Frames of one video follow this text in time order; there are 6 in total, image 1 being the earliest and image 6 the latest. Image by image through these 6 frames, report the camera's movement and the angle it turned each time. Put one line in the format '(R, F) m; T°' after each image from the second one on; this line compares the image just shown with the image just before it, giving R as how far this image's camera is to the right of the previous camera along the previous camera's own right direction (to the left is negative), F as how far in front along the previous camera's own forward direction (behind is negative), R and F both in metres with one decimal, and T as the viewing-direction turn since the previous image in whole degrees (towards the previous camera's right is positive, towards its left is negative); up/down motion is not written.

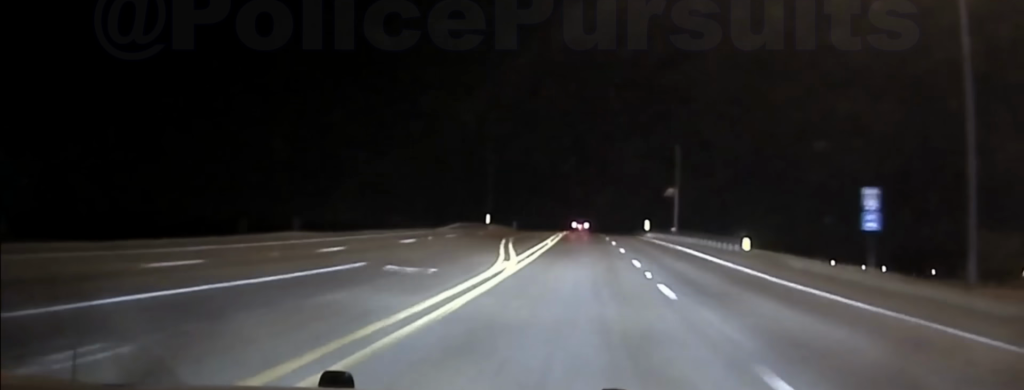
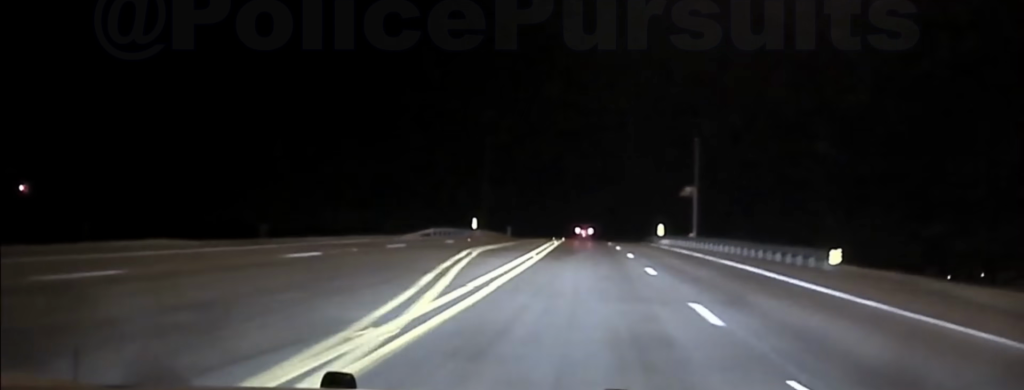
(0.0, +19.2) m; 0°
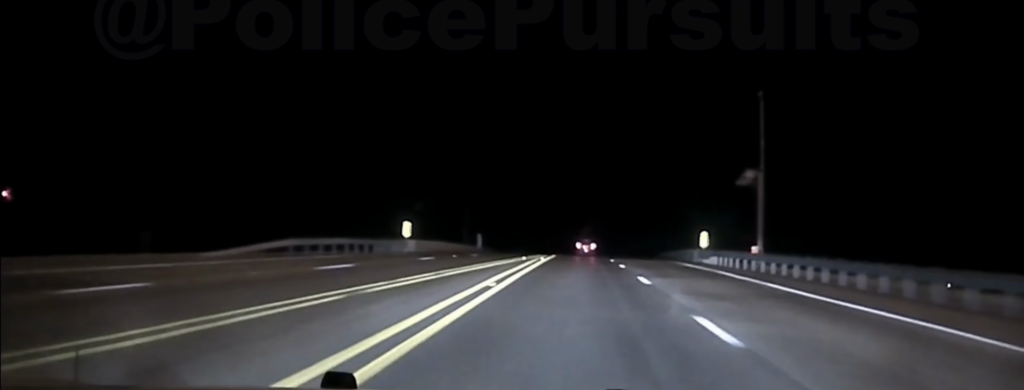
(-0.3, +36.9) m; -1°
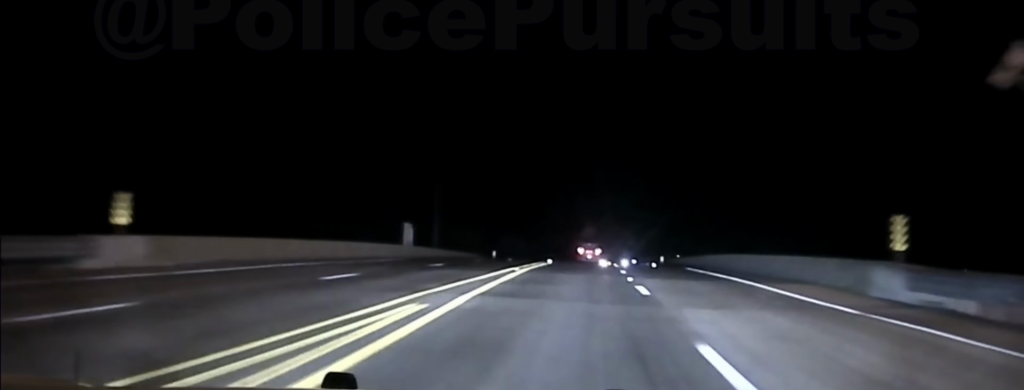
(0.0, +36.0) m; +1°
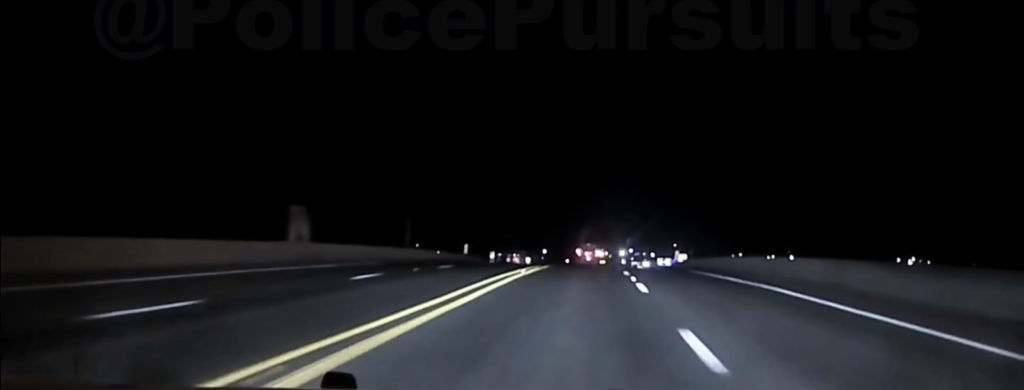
(+0.2, +18.8) m; 0°
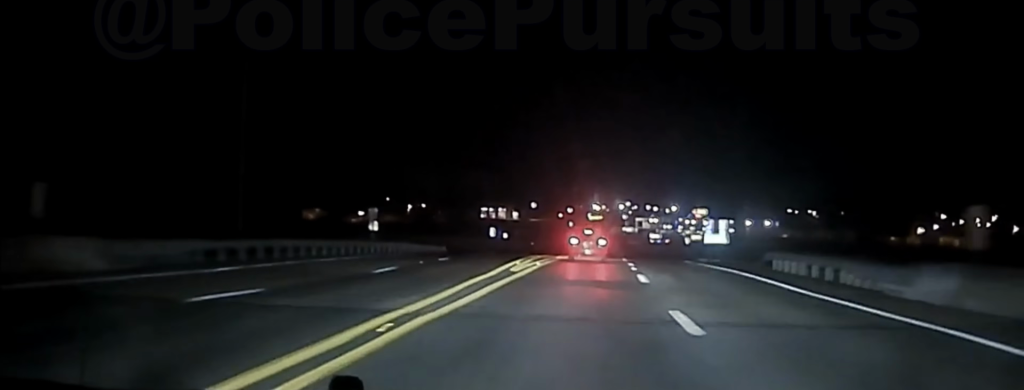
(-0.1, +66.7) m; 0°
